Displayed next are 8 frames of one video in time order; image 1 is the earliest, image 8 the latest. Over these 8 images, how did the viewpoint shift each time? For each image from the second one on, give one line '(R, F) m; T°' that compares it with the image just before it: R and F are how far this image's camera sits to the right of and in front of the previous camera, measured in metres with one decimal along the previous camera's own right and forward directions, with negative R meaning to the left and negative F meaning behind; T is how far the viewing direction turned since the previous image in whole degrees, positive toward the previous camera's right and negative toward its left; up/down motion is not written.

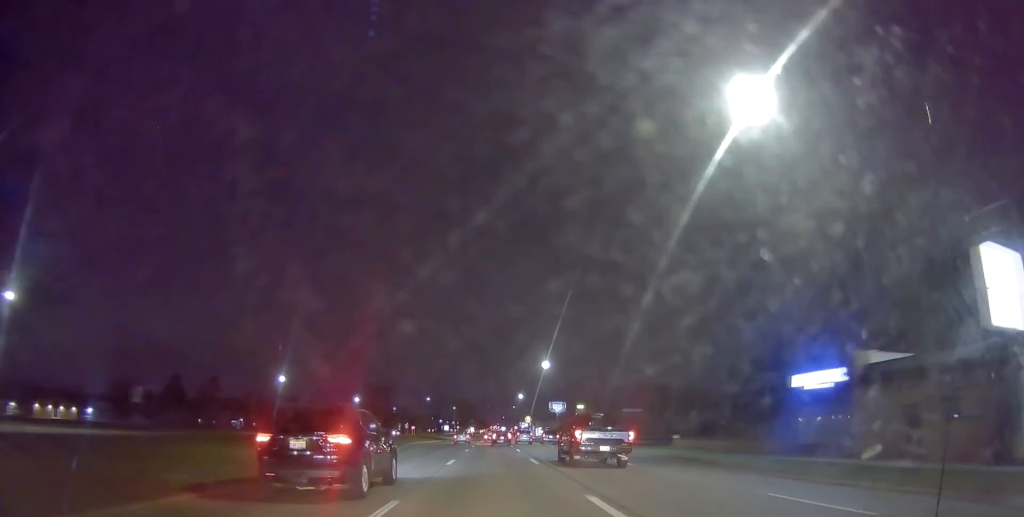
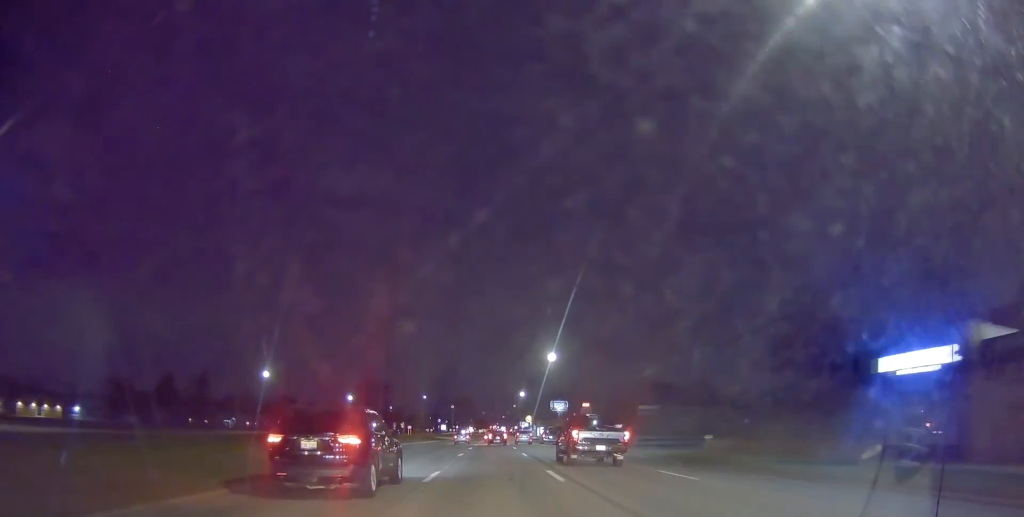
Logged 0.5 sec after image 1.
(-0.1, +8.5) m; 0°
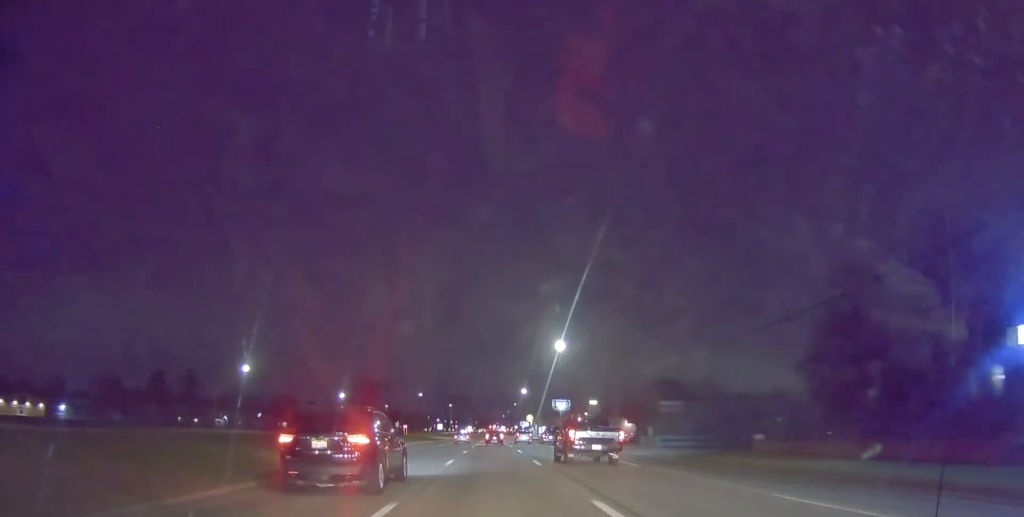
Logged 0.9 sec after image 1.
(+0.4, +8.6) m; +1°
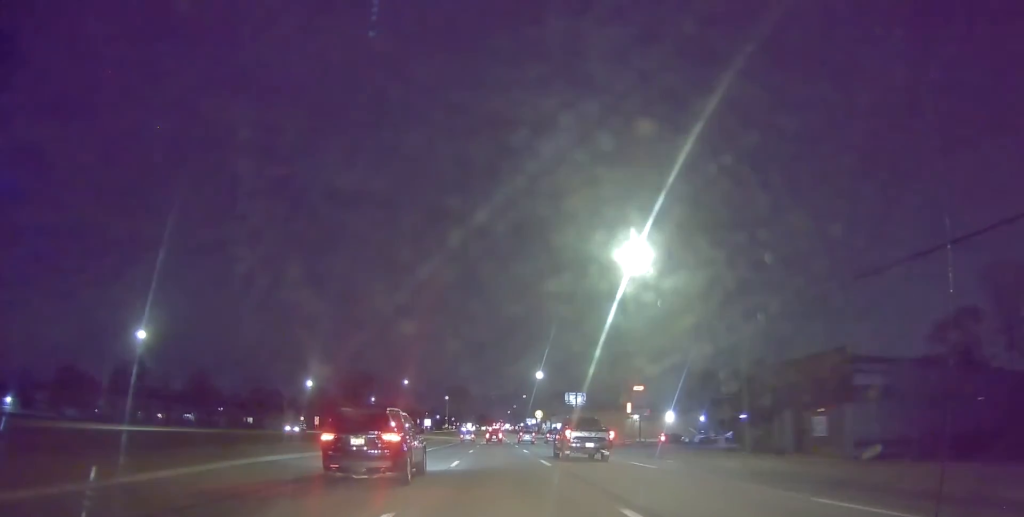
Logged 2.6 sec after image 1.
(+0.2, +31.5) m; 0°
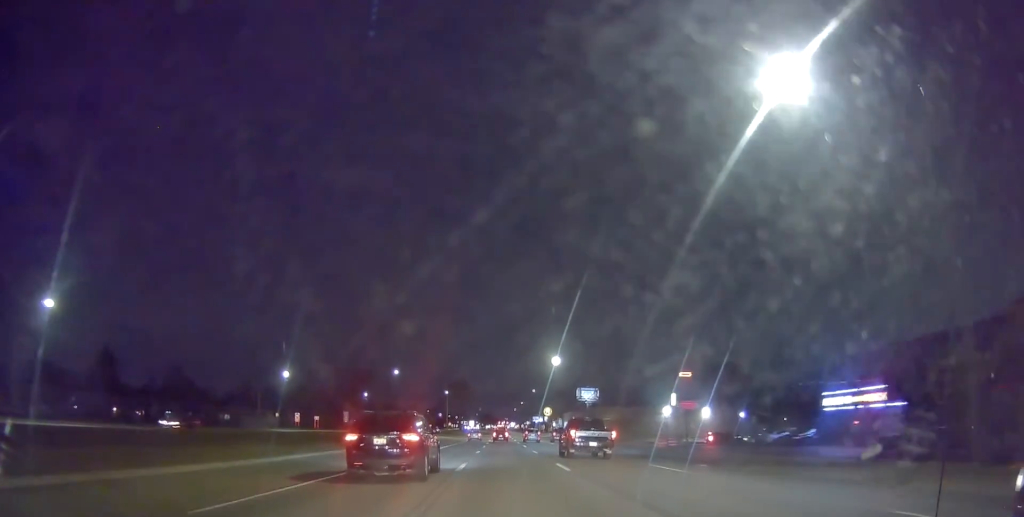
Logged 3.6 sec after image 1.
(+0.1, +17.6) m; -1°
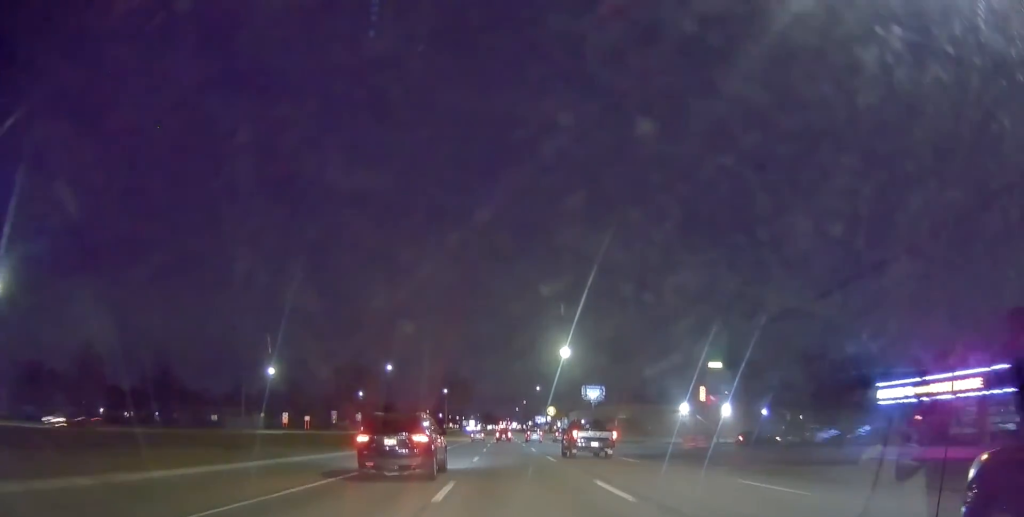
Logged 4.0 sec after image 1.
(-0.3, +8.2) m; -1°
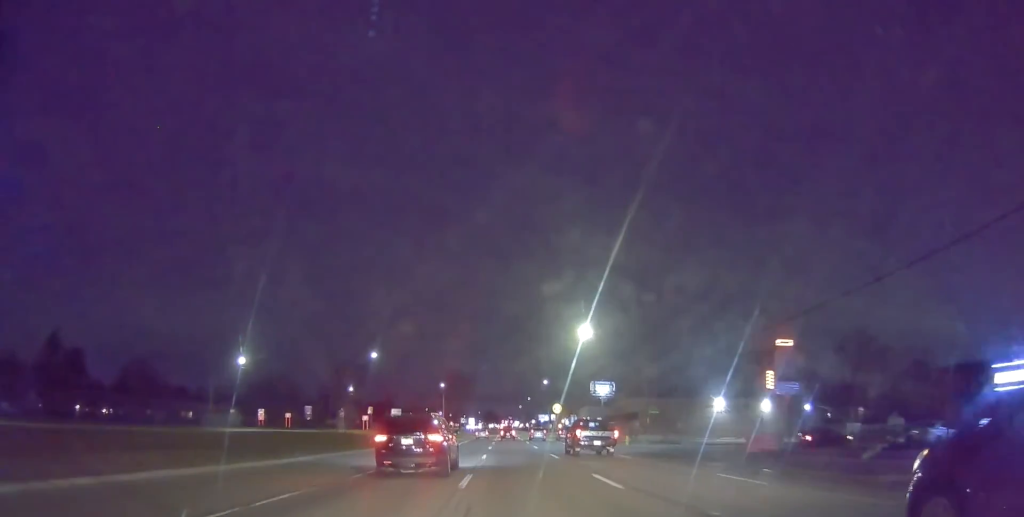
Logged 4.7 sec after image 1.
(-0.2, +13.3) m; 0°
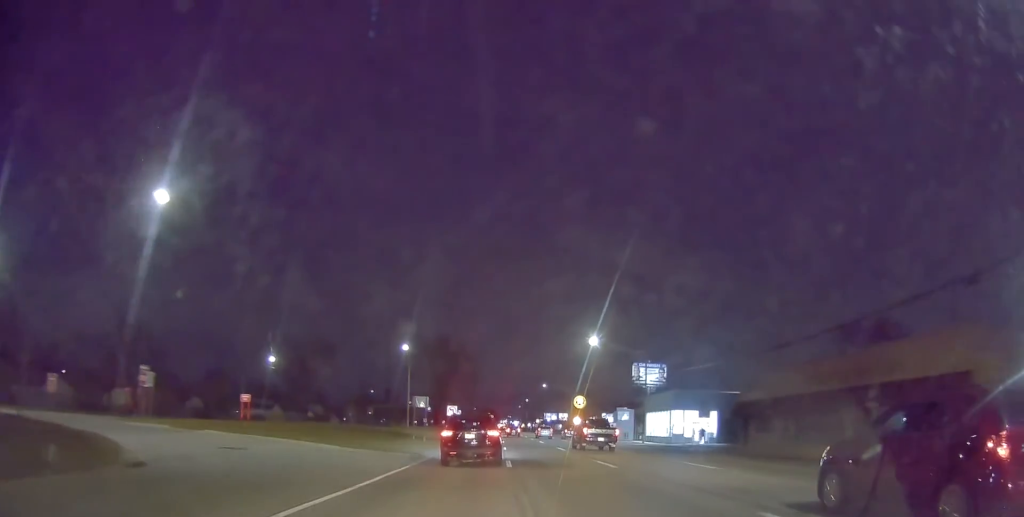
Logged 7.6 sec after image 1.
(+2.0, +54.4) m; +1°
